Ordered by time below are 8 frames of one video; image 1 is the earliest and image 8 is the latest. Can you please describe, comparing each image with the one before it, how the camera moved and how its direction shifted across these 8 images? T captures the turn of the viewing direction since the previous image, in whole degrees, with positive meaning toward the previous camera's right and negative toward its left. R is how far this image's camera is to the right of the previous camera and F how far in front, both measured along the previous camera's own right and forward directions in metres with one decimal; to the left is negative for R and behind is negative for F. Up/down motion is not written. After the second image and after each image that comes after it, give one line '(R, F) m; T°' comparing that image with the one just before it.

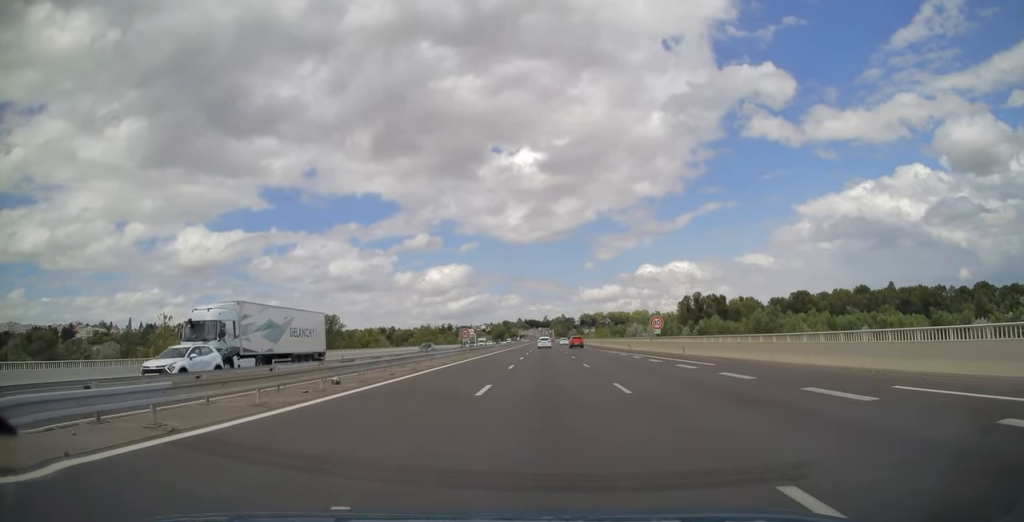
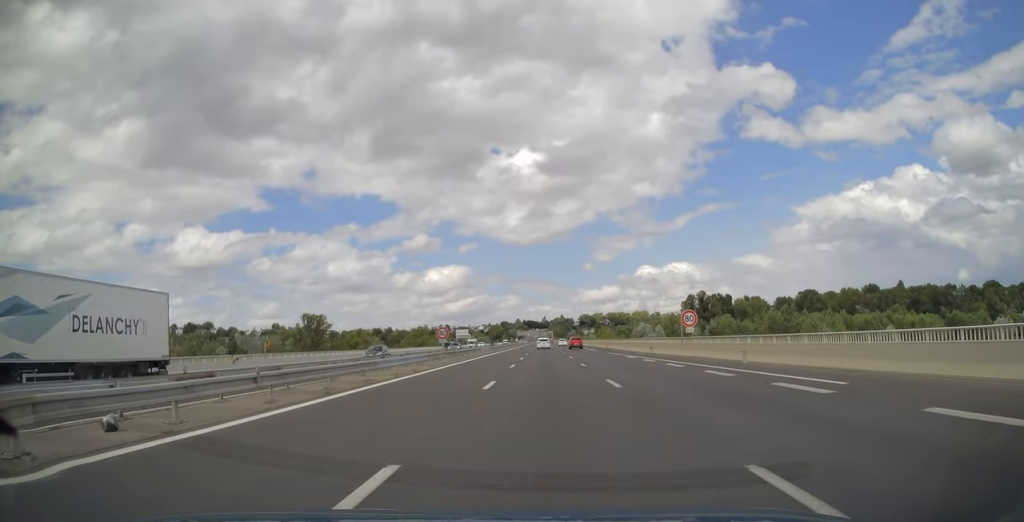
(0.0, +10.9) m; 0°
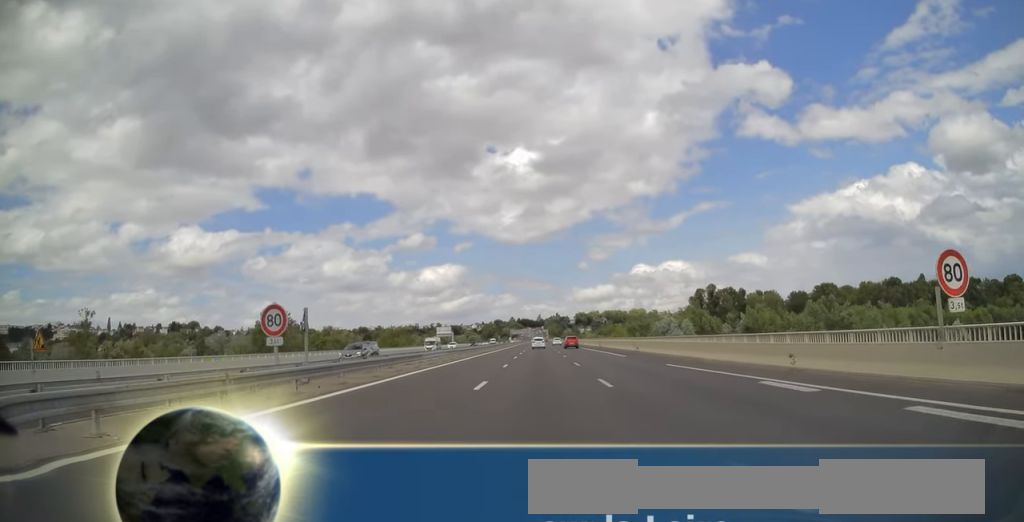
(0.0, +25.2) m; 0°
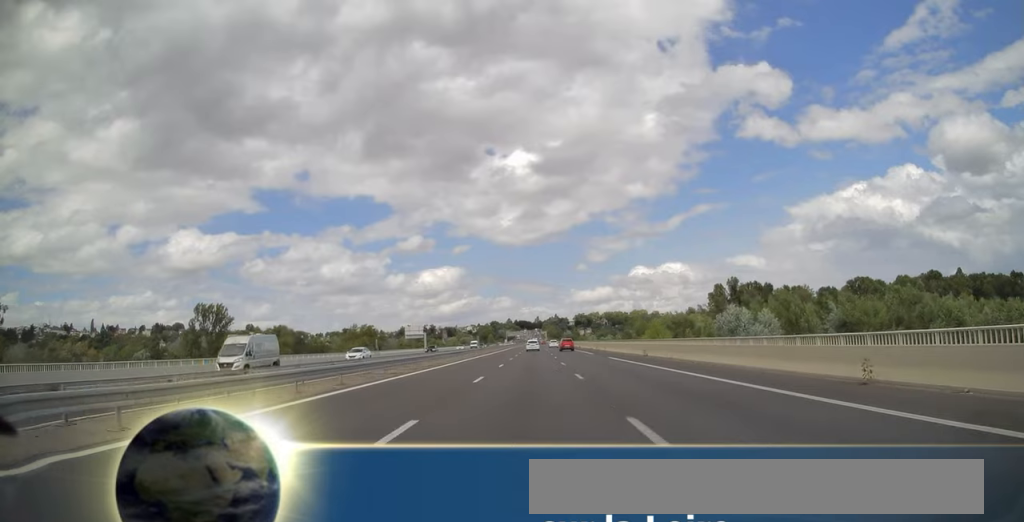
(0.0, +34.1) m; 0°
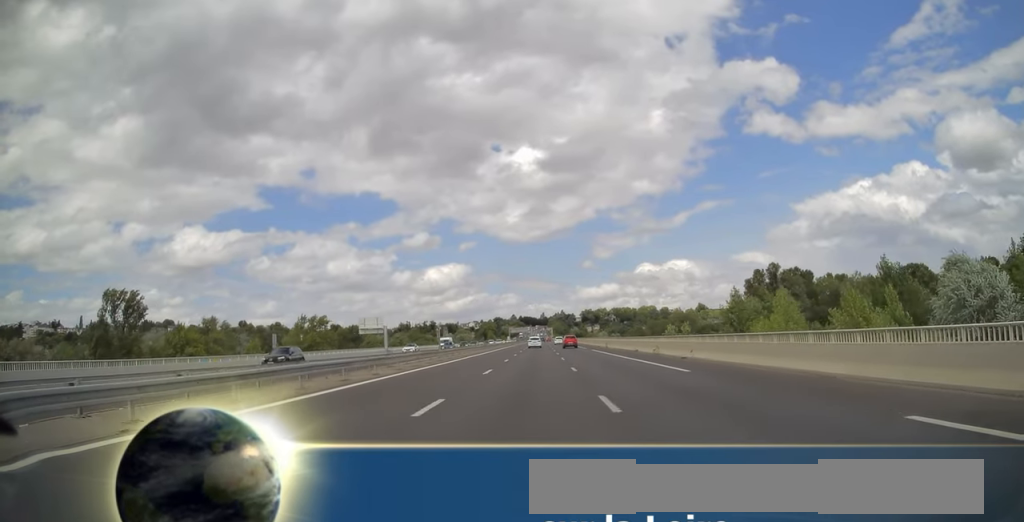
(0.0, +34.4) m; 0°
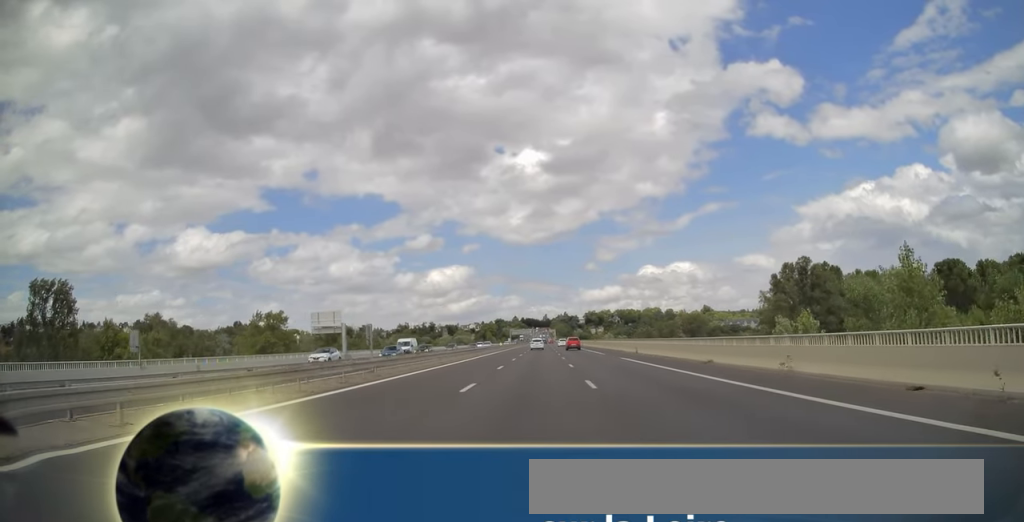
(0.0, +19.8) m; 0°
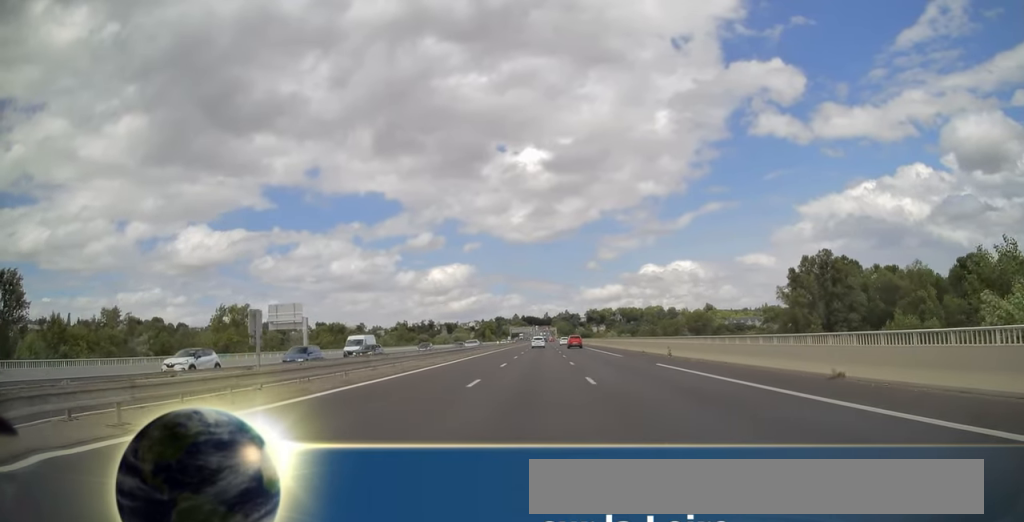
(0.0, +11.7) m; 0°
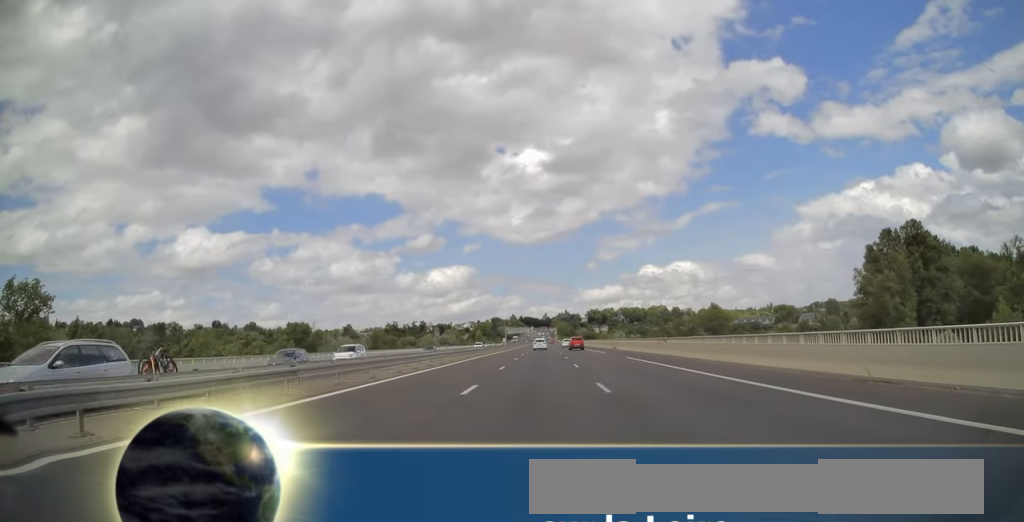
(0.0, +39.6) m; 0°
